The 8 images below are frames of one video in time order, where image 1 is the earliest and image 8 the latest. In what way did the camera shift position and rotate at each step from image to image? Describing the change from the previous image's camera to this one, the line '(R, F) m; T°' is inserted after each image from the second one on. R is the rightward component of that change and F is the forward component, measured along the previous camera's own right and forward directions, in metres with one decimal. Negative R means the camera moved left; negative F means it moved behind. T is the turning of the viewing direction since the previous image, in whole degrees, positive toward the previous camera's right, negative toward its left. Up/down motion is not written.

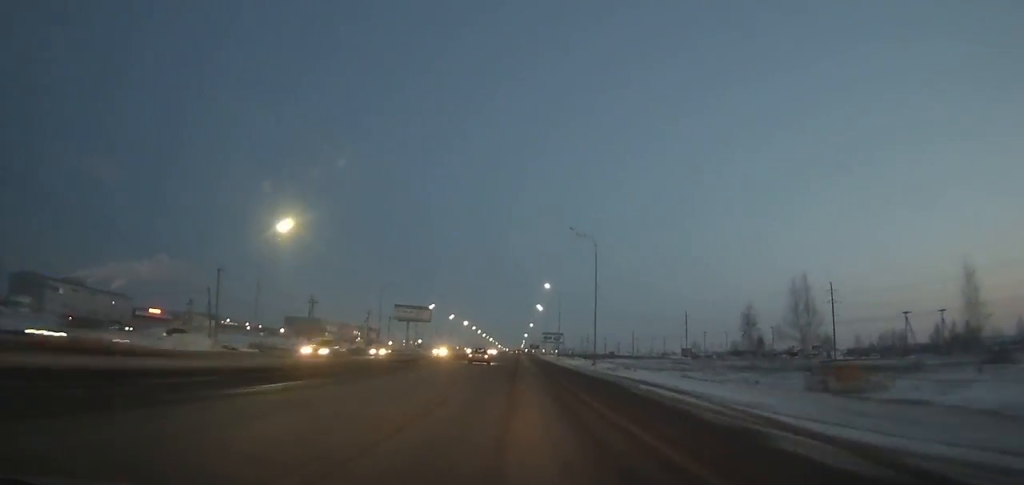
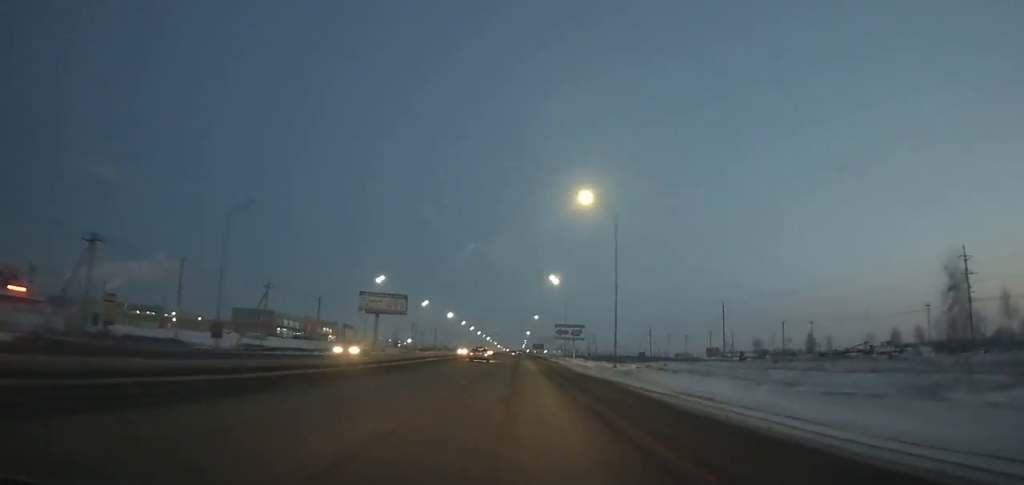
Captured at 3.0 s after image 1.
(+0.1, +55.0) m; 0°
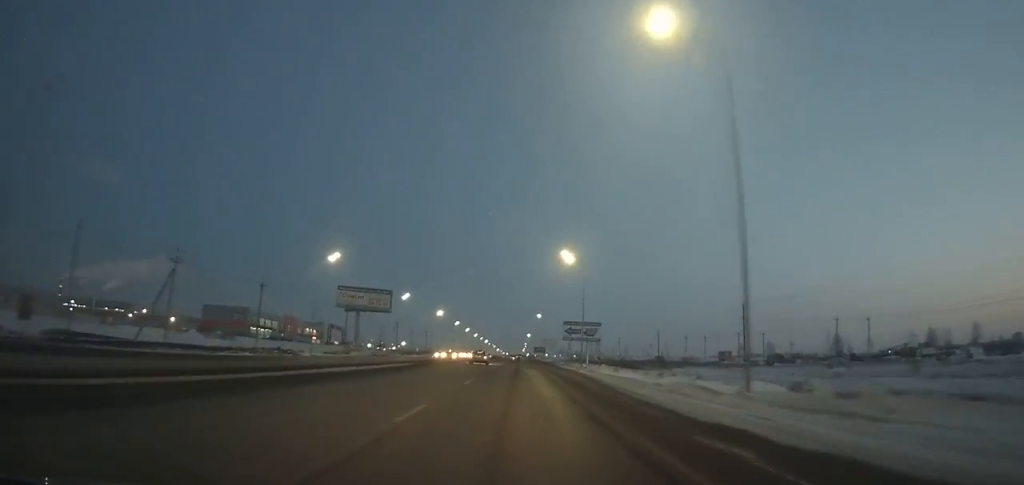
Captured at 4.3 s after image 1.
(0.0, +23.8) m; 0°
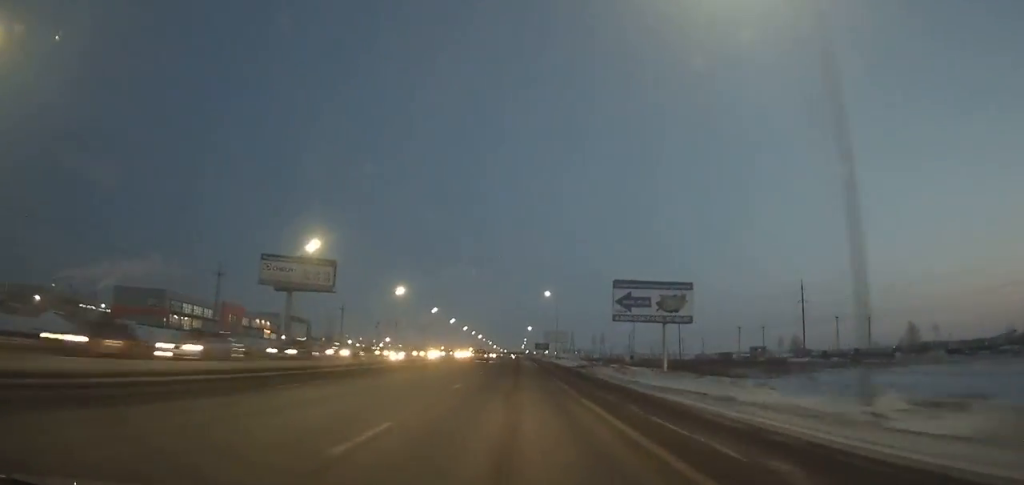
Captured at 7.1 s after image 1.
(-0.1, +51.0) m; 0°
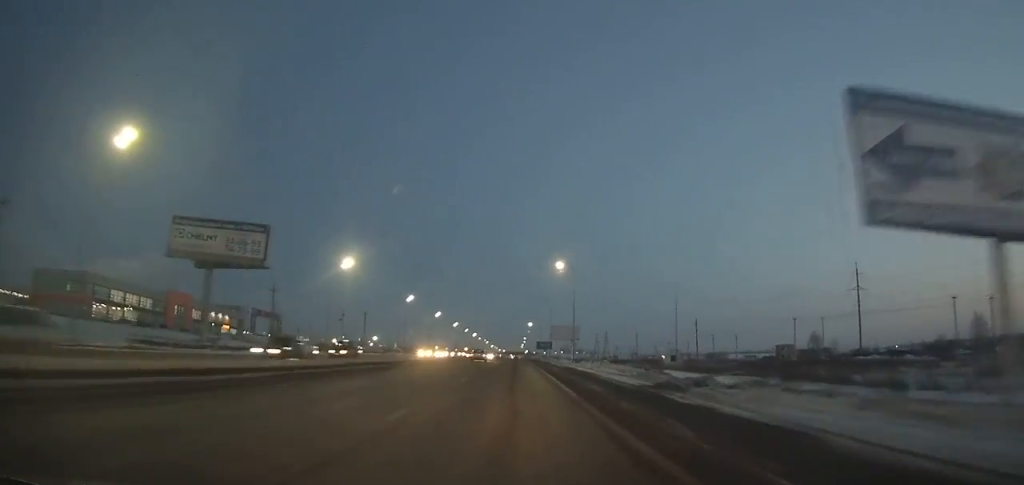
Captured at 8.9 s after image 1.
(0.0, +32.6) m; 0°
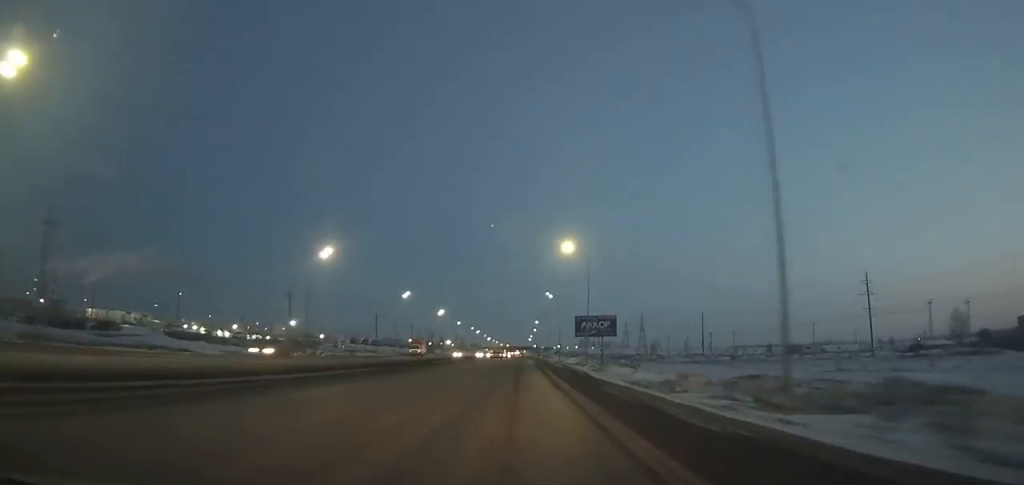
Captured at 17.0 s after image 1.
(-0.2, +143.8) m; 0°
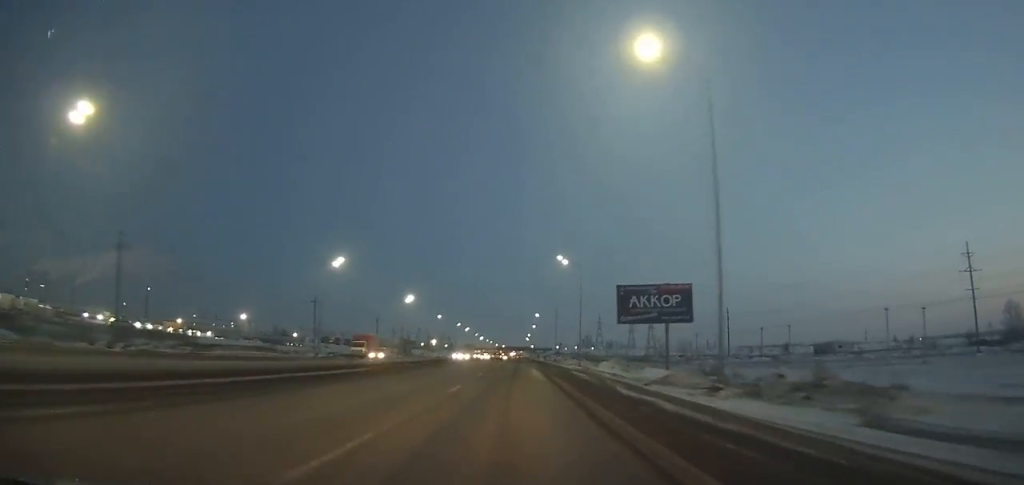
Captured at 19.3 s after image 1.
(+0.1, +40.0) m; 0°
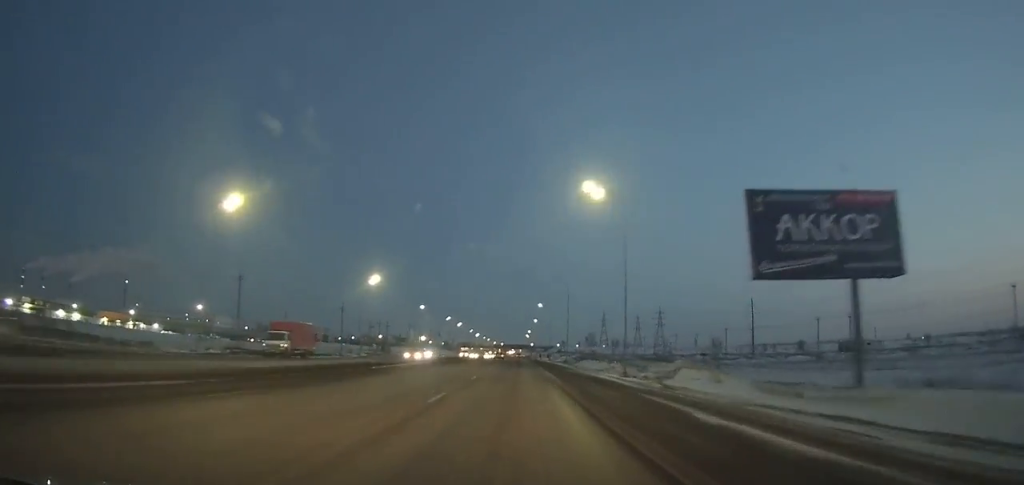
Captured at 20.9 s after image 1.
(0.0, +27.8) m; 0°
